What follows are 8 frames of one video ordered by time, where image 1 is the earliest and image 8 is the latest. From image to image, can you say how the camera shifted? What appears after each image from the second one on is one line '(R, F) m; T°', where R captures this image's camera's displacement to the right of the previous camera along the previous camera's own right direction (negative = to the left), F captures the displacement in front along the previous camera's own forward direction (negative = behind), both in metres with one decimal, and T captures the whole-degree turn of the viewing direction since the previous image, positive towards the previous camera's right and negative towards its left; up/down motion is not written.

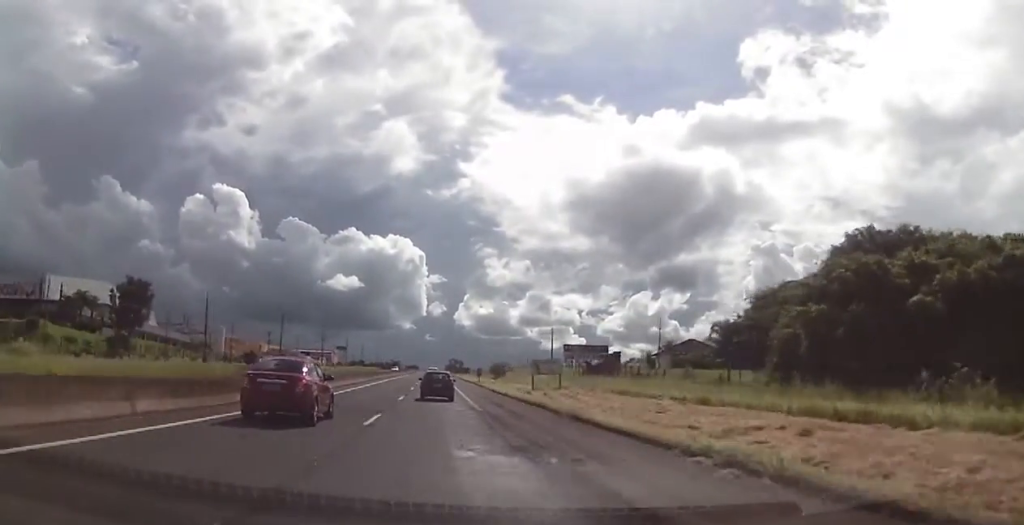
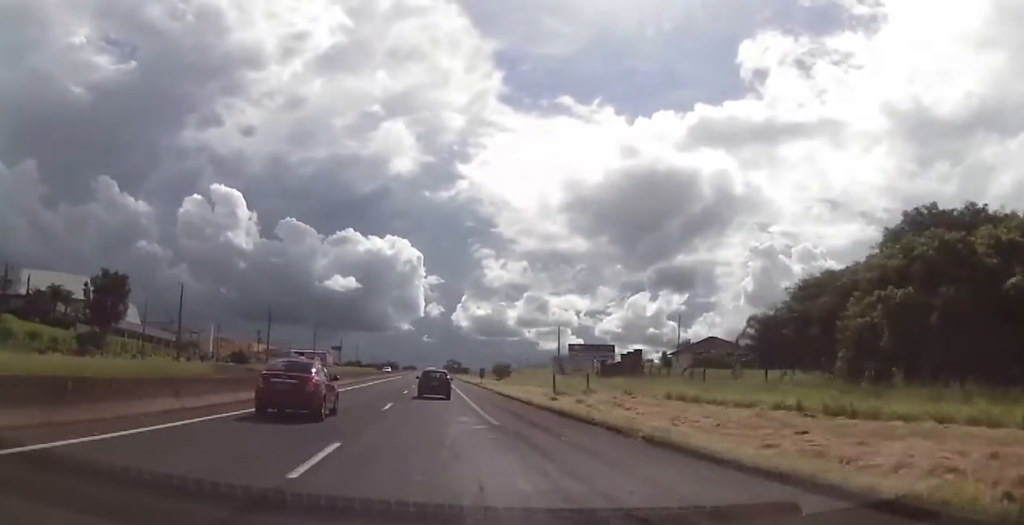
(+0.1, +9.2) m; 0°
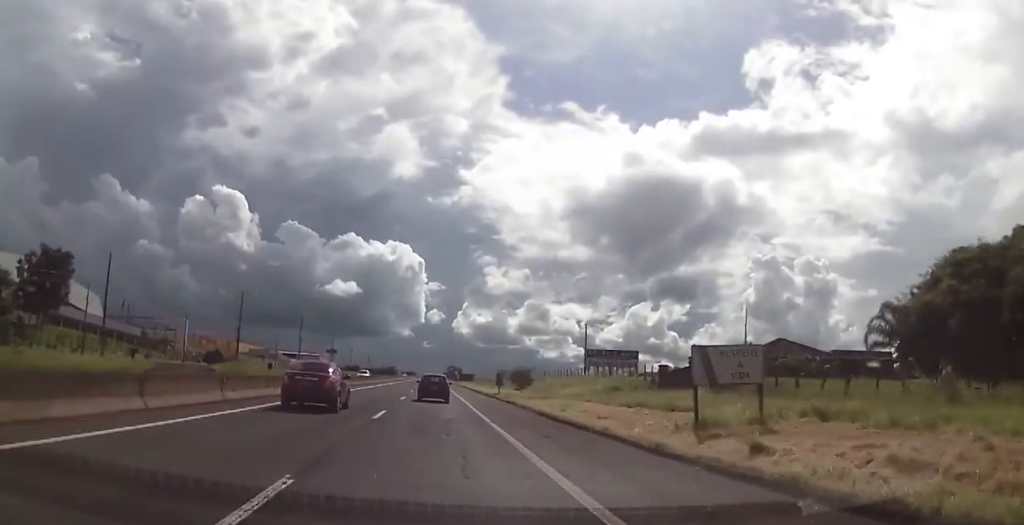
(-0.3, +20.8) m; -2°
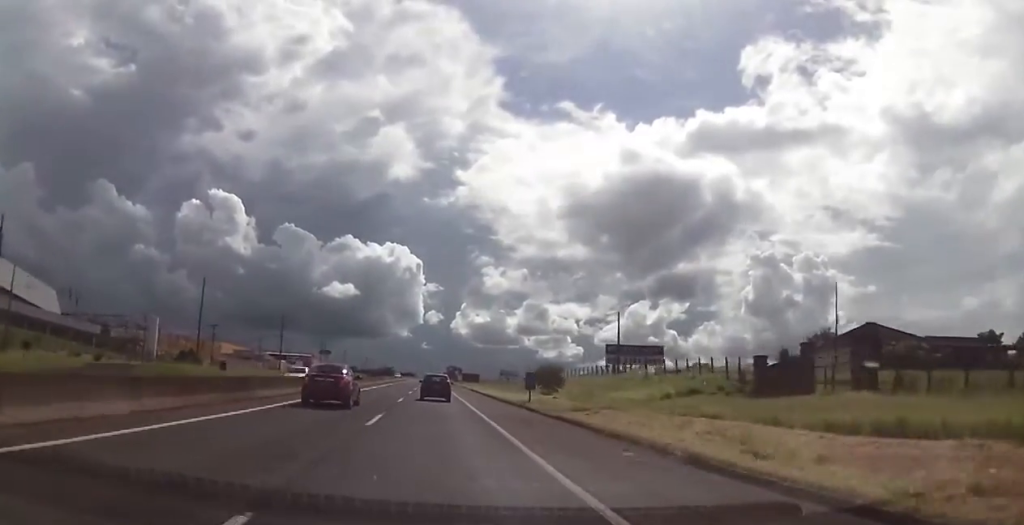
(-0.3, +18.5) m; 0°
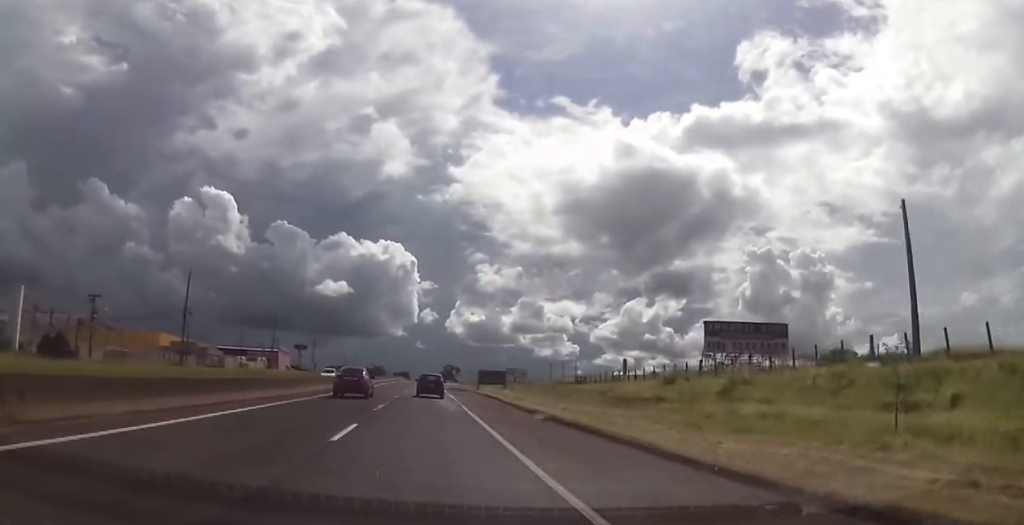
(+0.9, +53.2) m; +1°
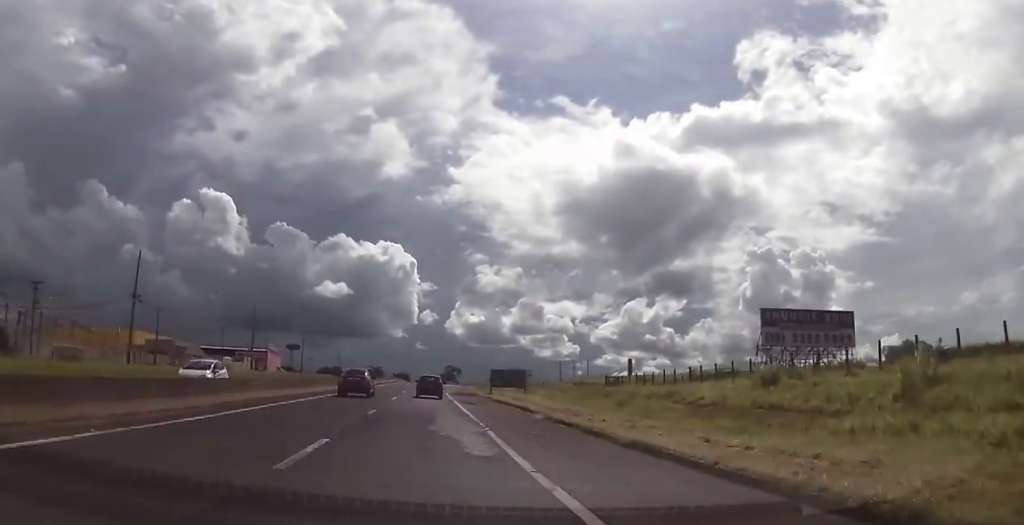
(0.0, +15.8) m; -1°
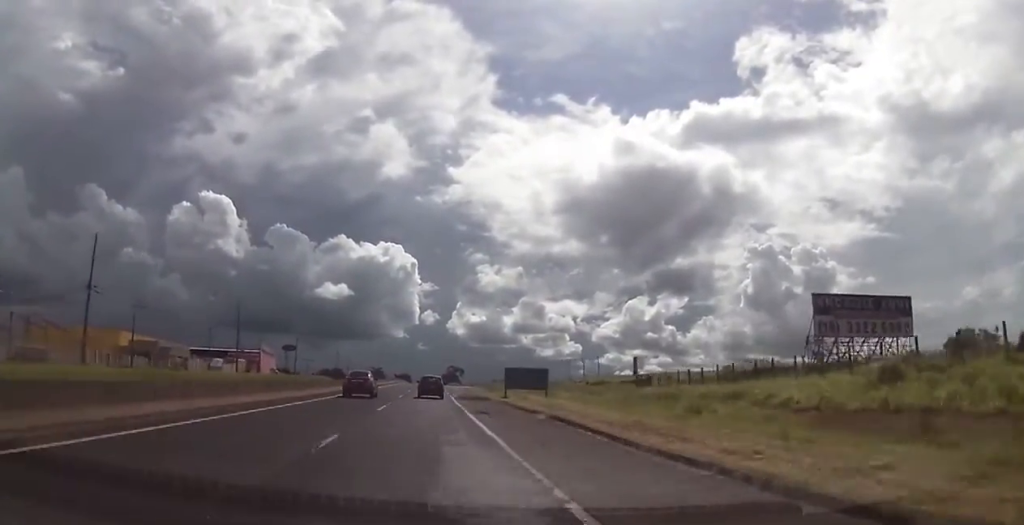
(+0.1, +10.5) m; -1°
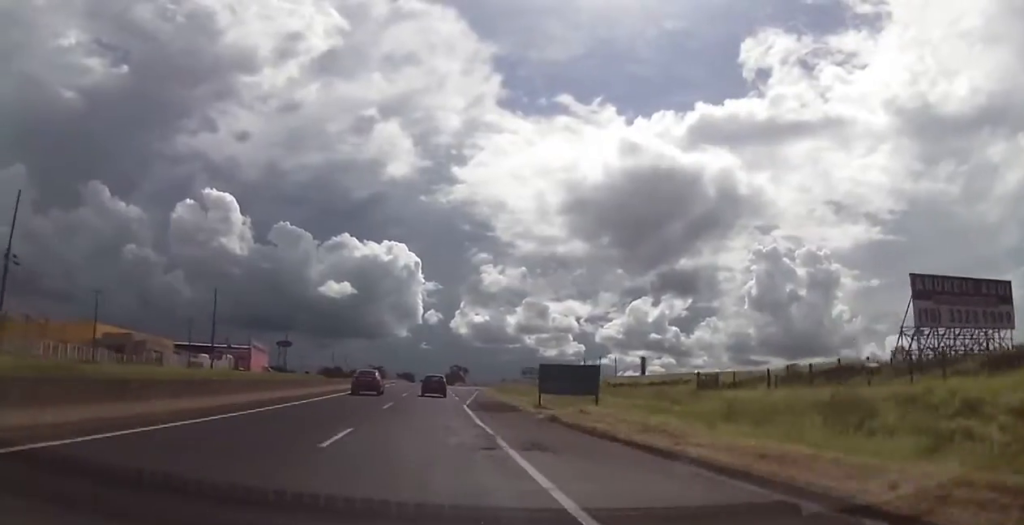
(-0.5, +14.3) m; 0°
